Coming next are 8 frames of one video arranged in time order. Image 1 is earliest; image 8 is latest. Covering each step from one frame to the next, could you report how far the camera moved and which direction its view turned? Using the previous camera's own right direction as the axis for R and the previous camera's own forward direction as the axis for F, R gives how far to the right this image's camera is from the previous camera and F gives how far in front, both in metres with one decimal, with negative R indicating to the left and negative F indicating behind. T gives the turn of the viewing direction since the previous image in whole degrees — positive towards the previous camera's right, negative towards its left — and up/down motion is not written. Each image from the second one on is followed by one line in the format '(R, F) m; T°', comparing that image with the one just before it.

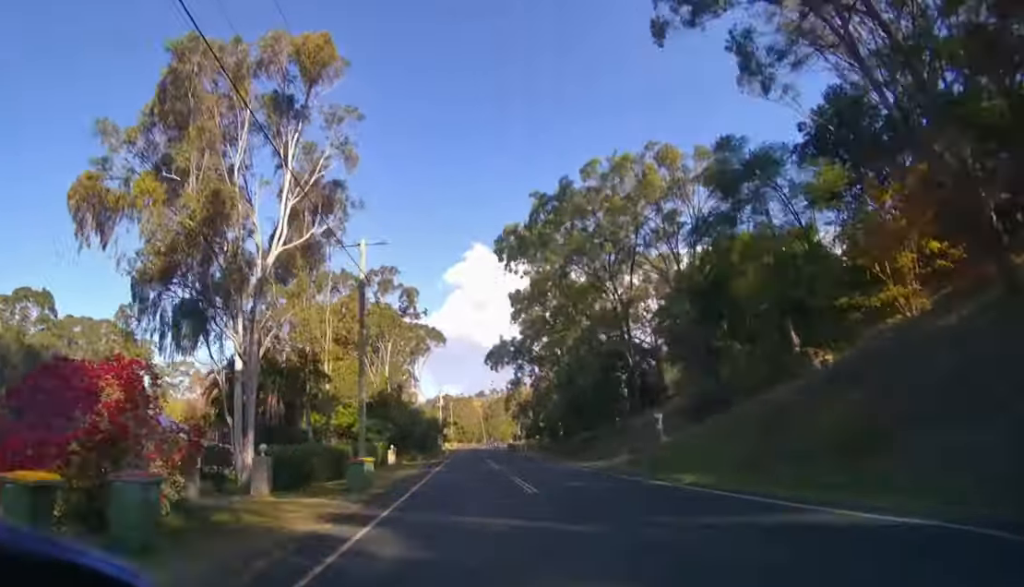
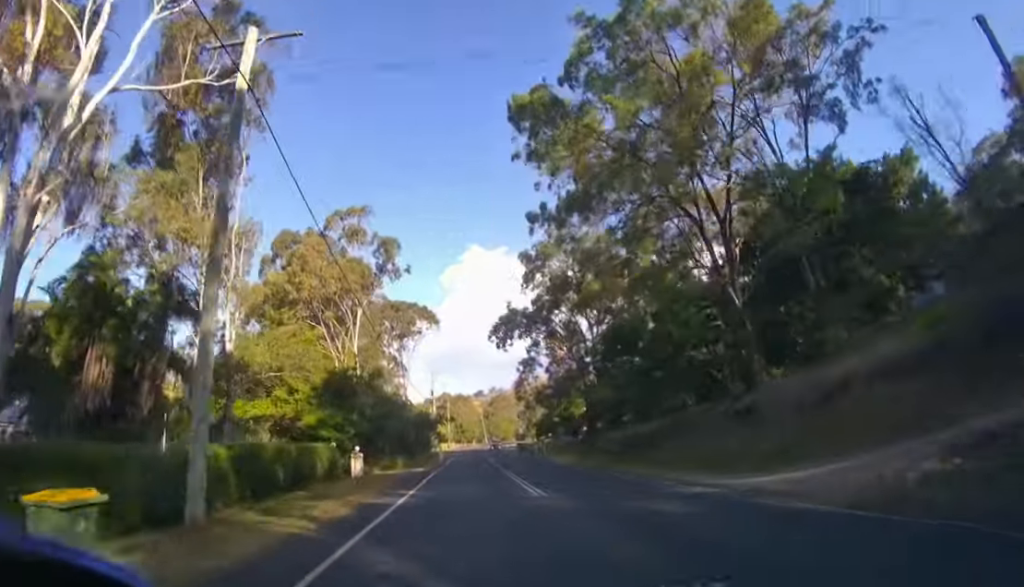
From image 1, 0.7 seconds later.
(0.0, +14.6) m; -1°
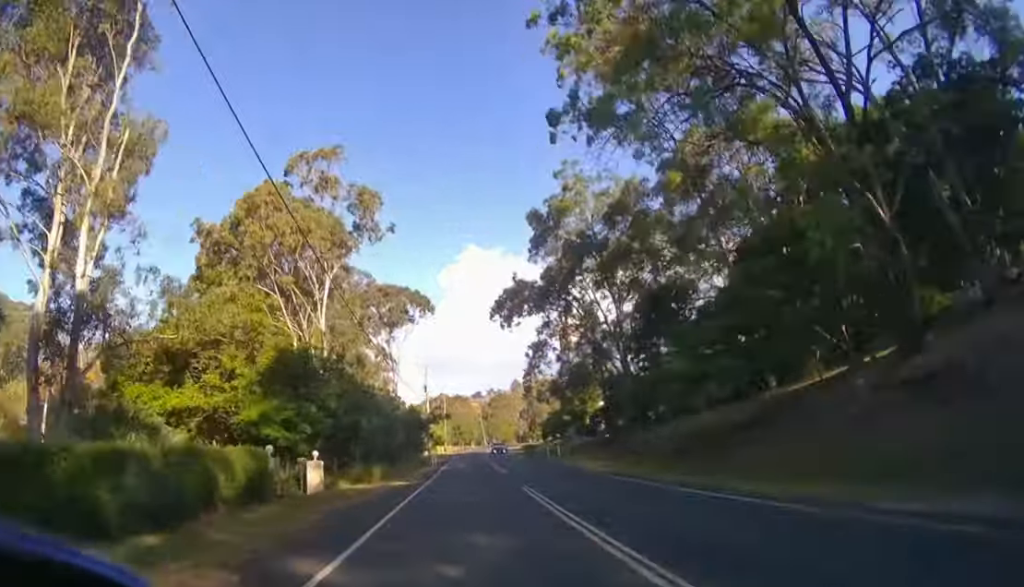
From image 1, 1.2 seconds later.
(-0.1, +7.6) m; 0°
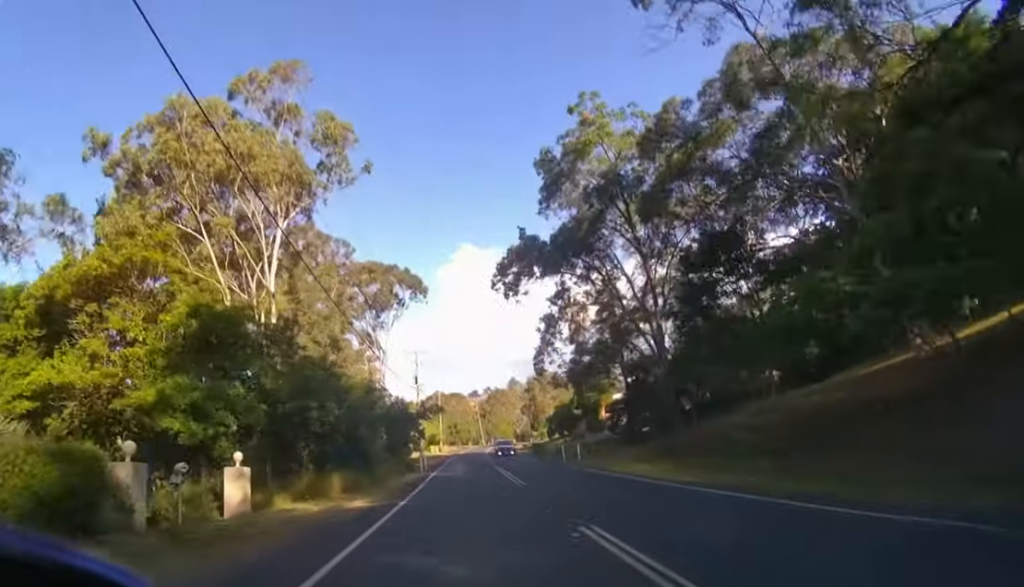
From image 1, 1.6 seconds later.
(0.0, +7.0) m; 0°
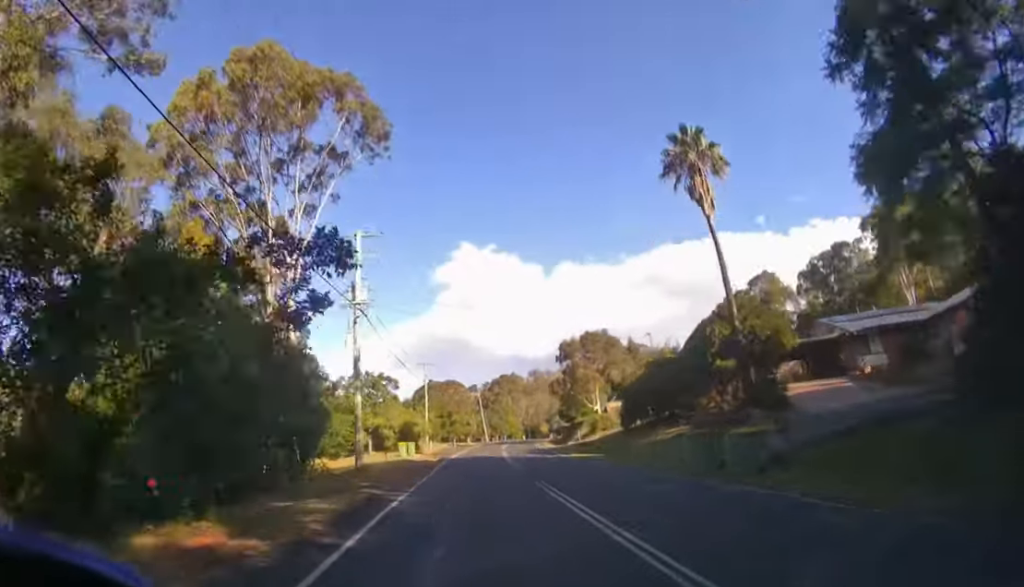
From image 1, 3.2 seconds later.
(+0.2, +29.7) m; +1°
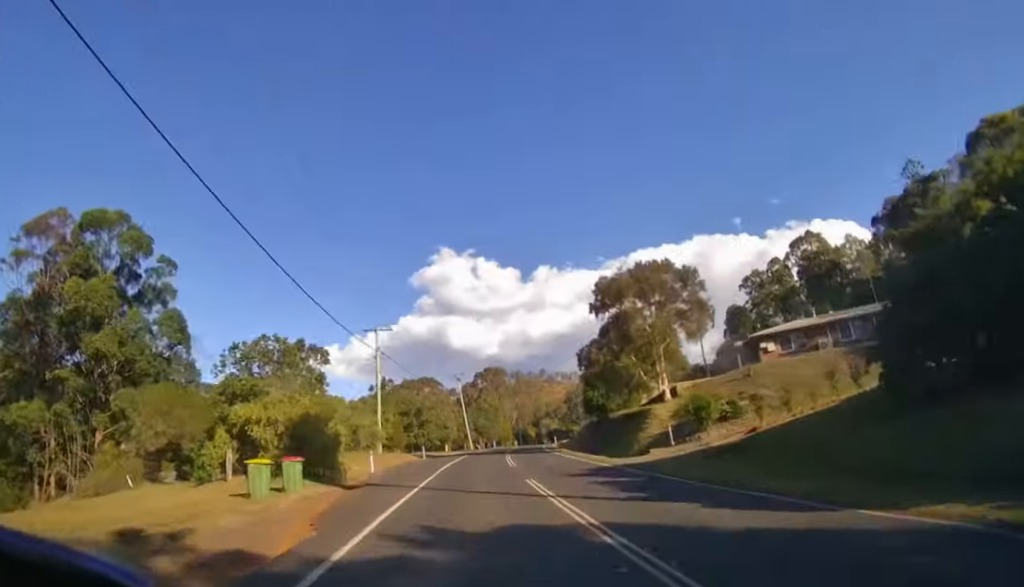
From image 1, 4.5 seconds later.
(+0.4, +23.5) m; +2°
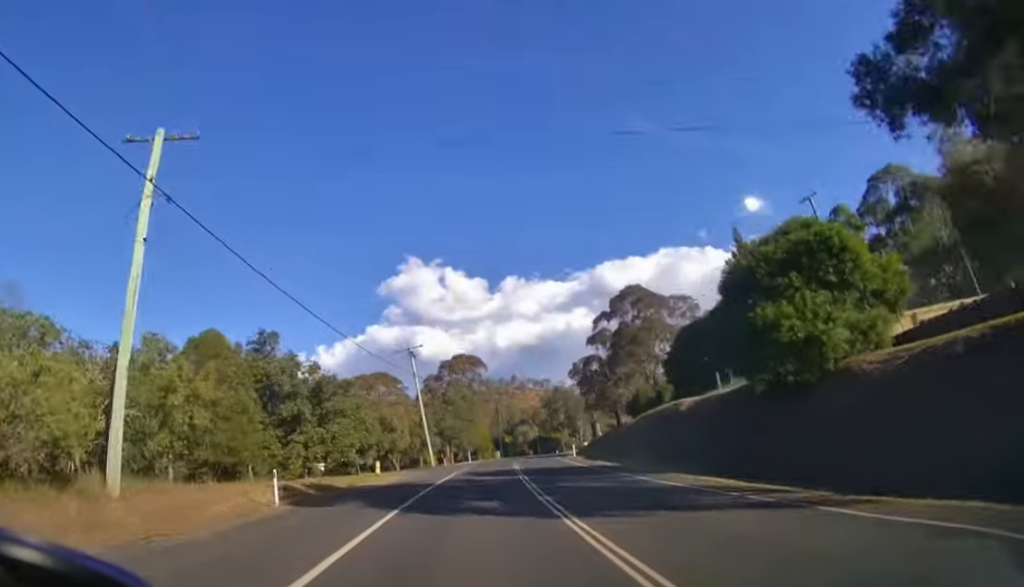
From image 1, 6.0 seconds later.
(+1.0, +30.5) m; +4°
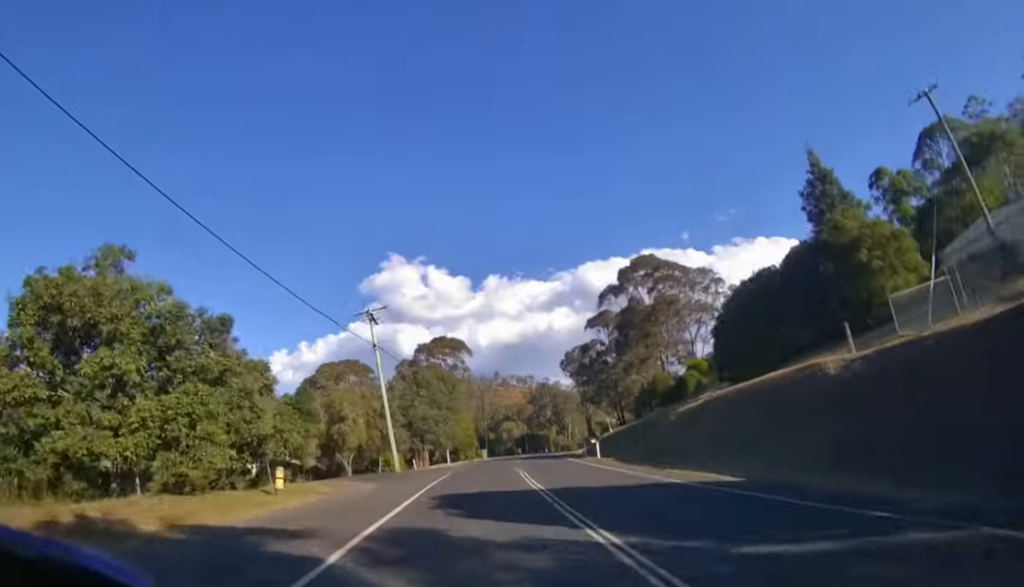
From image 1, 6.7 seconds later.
(+0.2, +13.7) m; +2°
